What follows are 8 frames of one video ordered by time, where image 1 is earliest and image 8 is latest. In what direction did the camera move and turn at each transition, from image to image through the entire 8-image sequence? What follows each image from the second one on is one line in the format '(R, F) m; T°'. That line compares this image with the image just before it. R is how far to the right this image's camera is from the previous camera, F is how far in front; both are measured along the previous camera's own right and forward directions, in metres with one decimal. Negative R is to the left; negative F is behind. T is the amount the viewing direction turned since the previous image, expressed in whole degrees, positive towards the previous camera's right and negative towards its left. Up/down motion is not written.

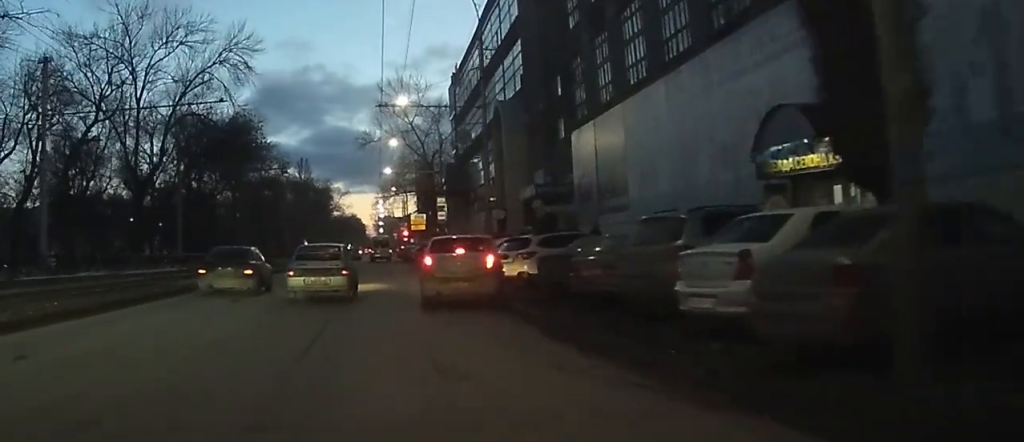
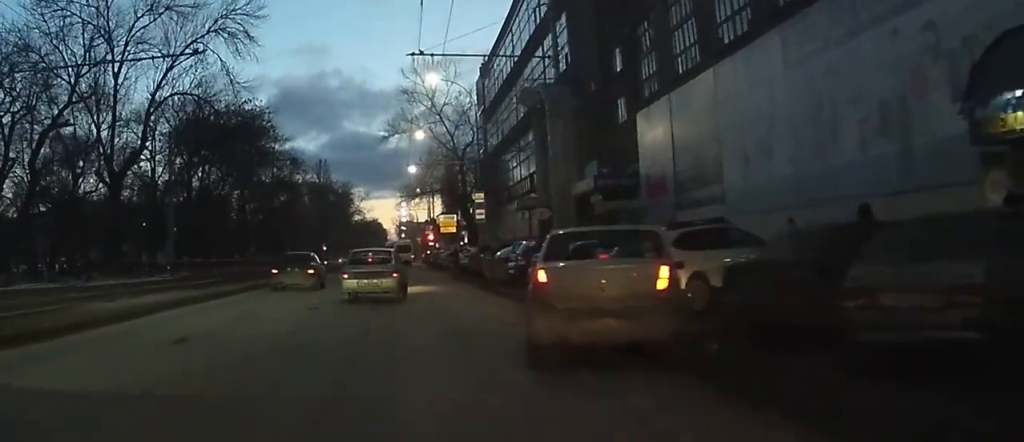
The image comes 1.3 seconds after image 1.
(-0.1, +9.9) m; -1°
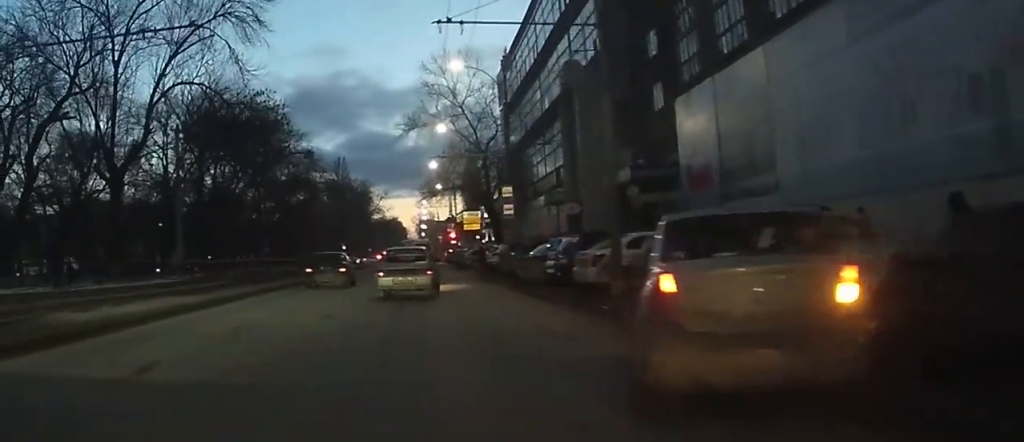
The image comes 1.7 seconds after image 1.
(-0.1, +3.2) m; 0°
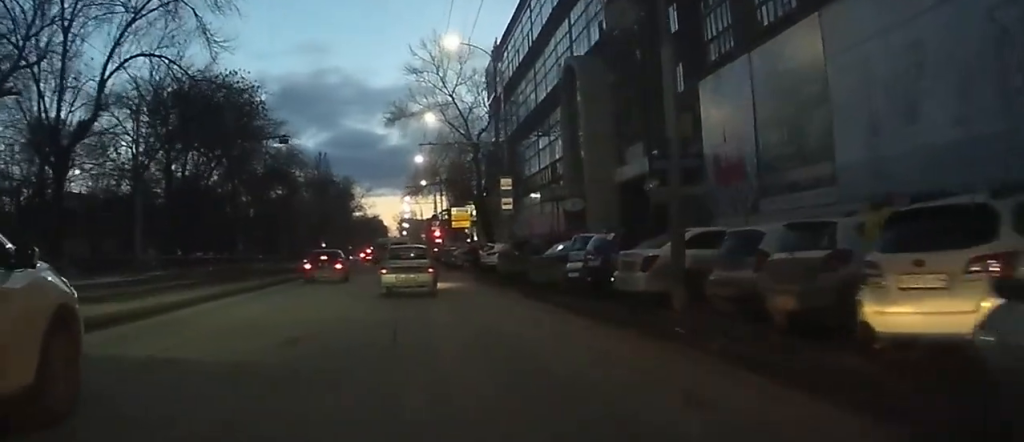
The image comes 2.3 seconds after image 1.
(0.0, +5.2) m; 0°
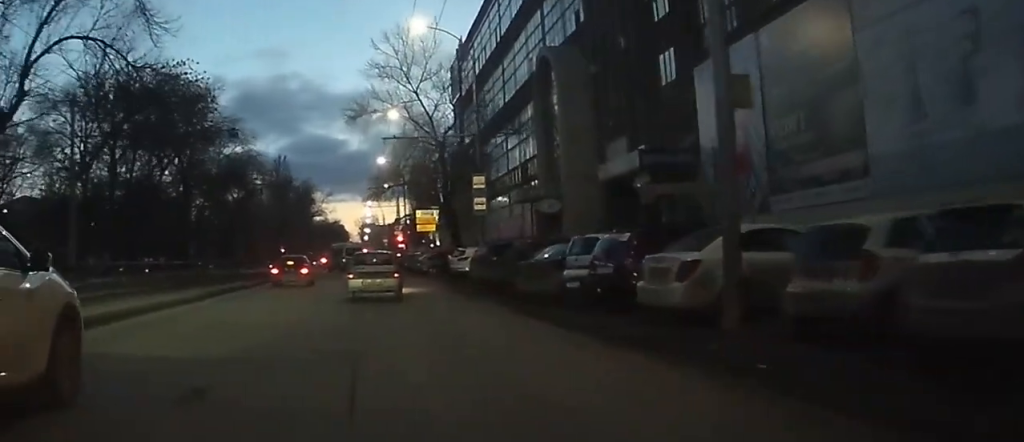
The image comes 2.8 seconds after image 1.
(0.0, +3.9) m; 0°
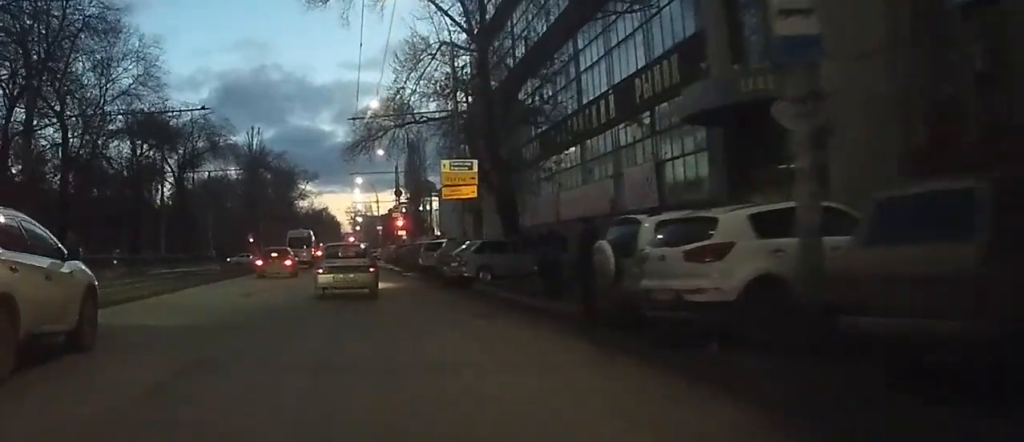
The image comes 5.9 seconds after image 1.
(-0.2, +28.6) m; +2°
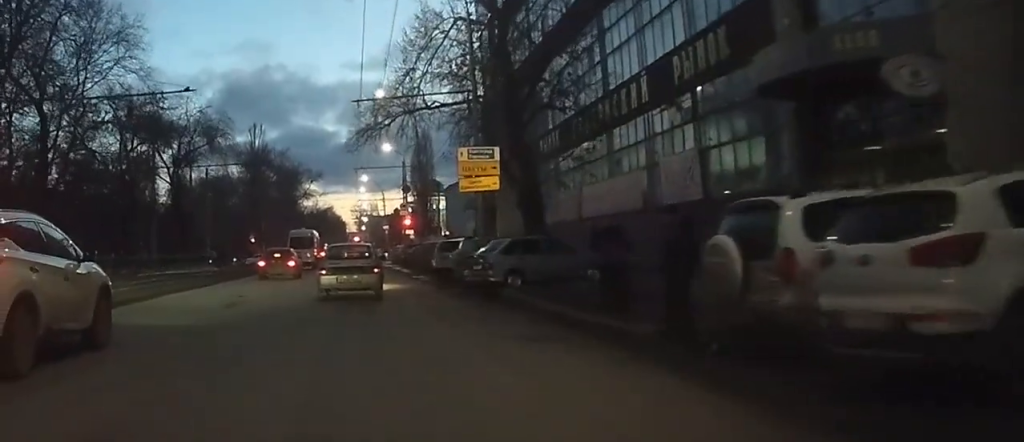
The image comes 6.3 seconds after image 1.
(+0.1, +4.4) m; 0°
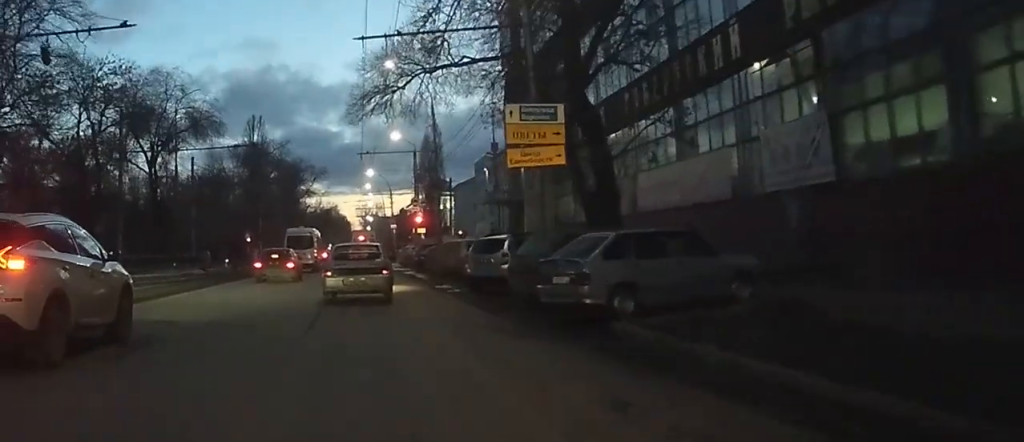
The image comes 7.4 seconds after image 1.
(+0.1, +9.6) m; -4°
